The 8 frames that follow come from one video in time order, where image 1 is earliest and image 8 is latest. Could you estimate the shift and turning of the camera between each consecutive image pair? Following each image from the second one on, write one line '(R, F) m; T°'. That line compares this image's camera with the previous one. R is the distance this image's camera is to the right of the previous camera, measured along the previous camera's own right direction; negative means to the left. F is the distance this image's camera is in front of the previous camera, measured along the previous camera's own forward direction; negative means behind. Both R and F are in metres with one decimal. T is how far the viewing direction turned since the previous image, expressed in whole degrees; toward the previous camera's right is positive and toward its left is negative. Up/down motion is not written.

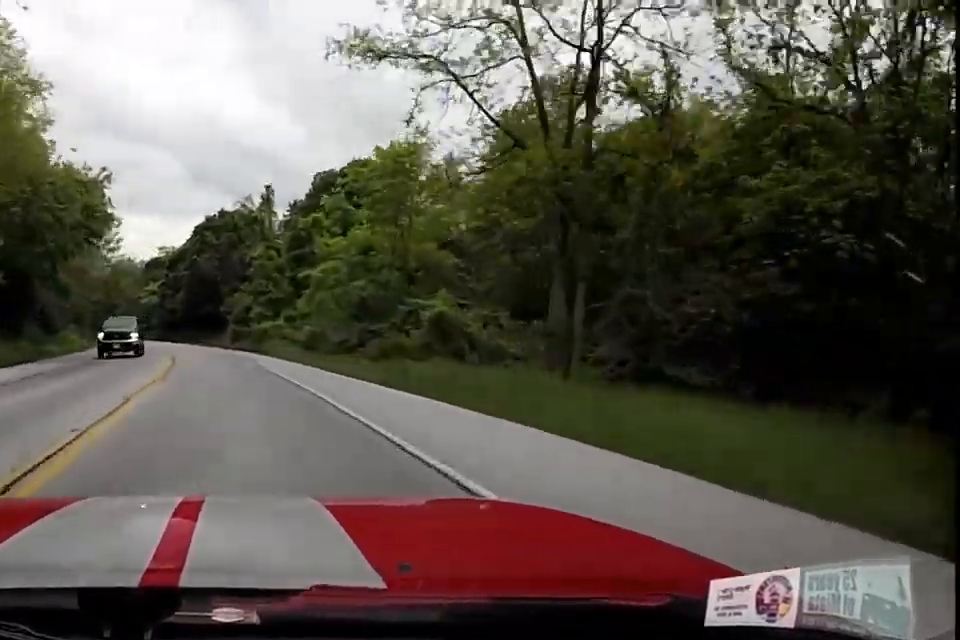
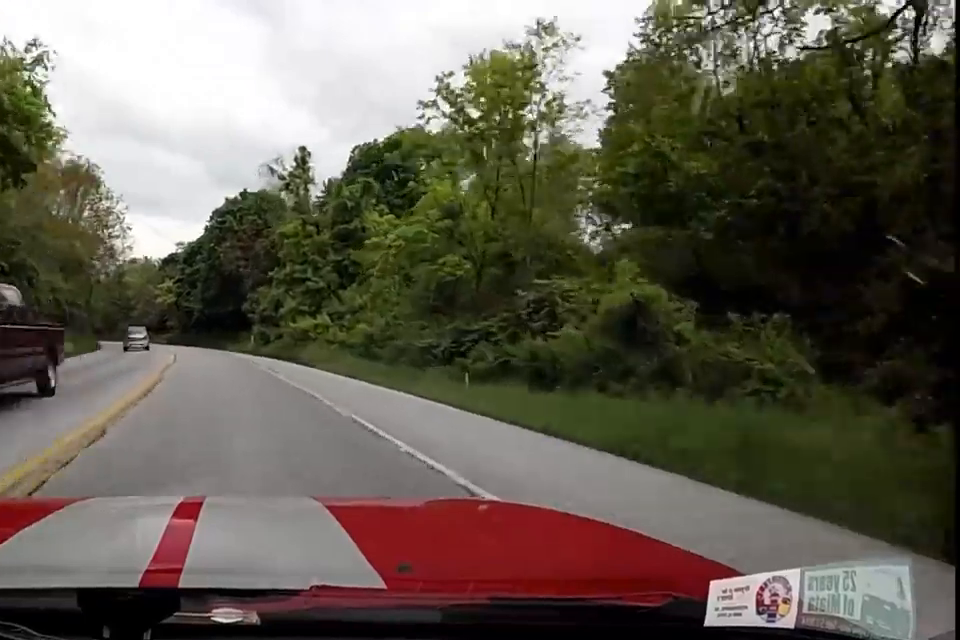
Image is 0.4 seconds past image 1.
(-0.1, +12.0) m; -2°
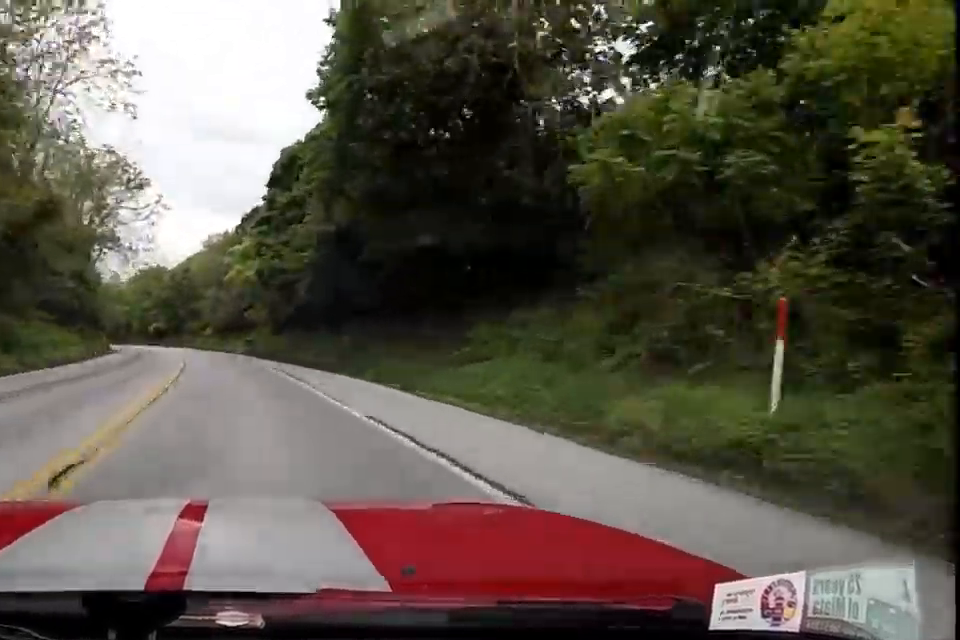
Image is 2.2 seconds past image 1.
(-4.3, +48.6) m; -9°
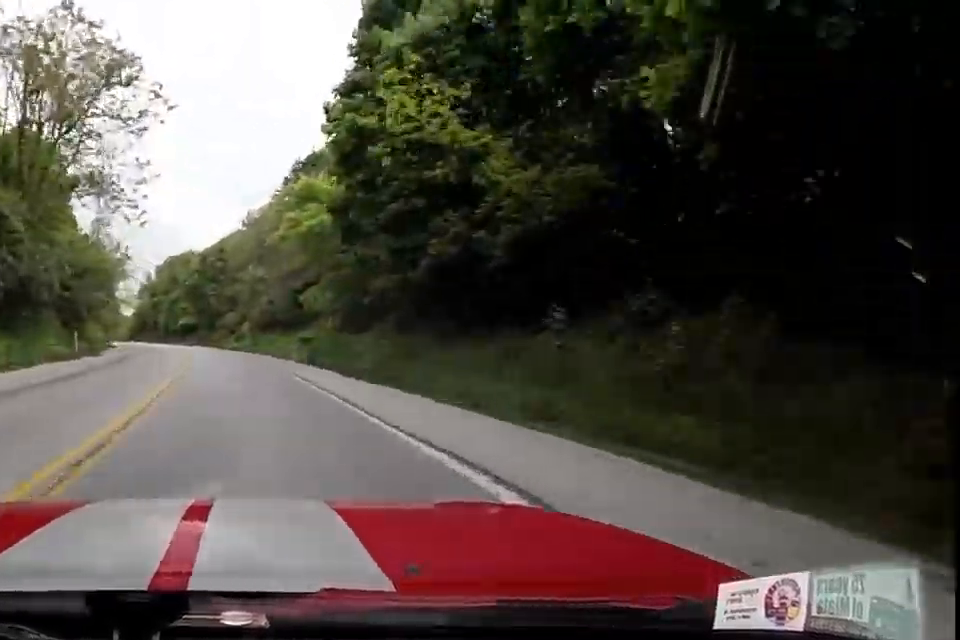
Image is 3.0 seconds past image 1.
(0.0, +23.0) m; 0°
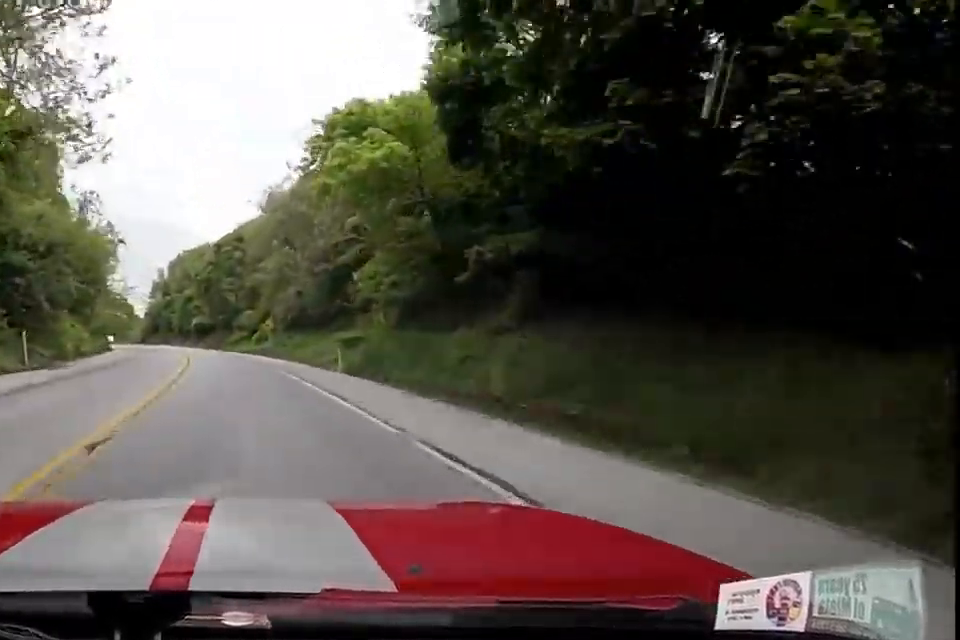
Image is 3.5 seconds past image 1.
(-0.1, +11.9) m; -2°
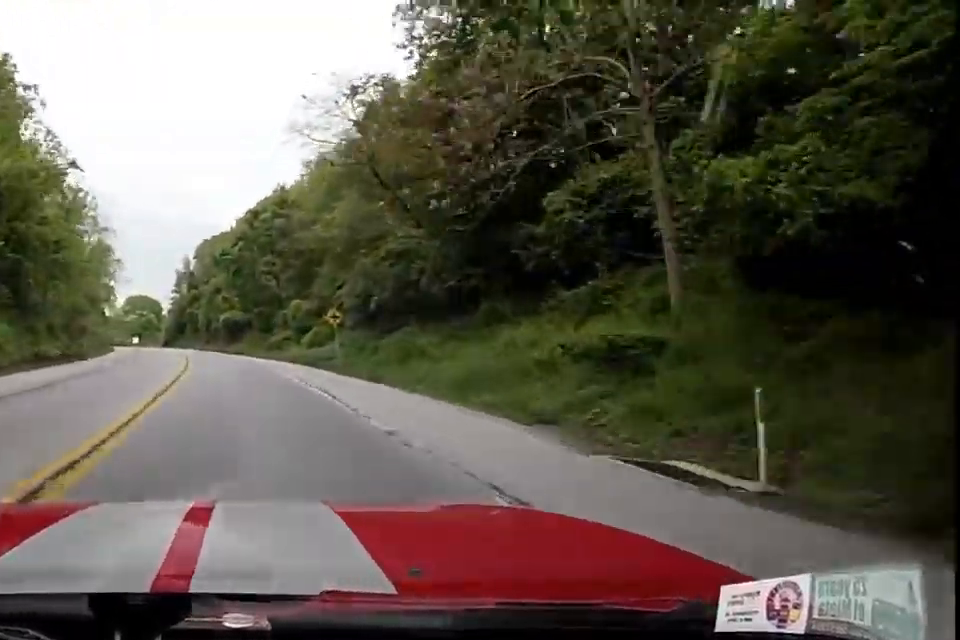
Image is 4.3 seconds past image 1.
(-0.3, +22.1) m; -4°
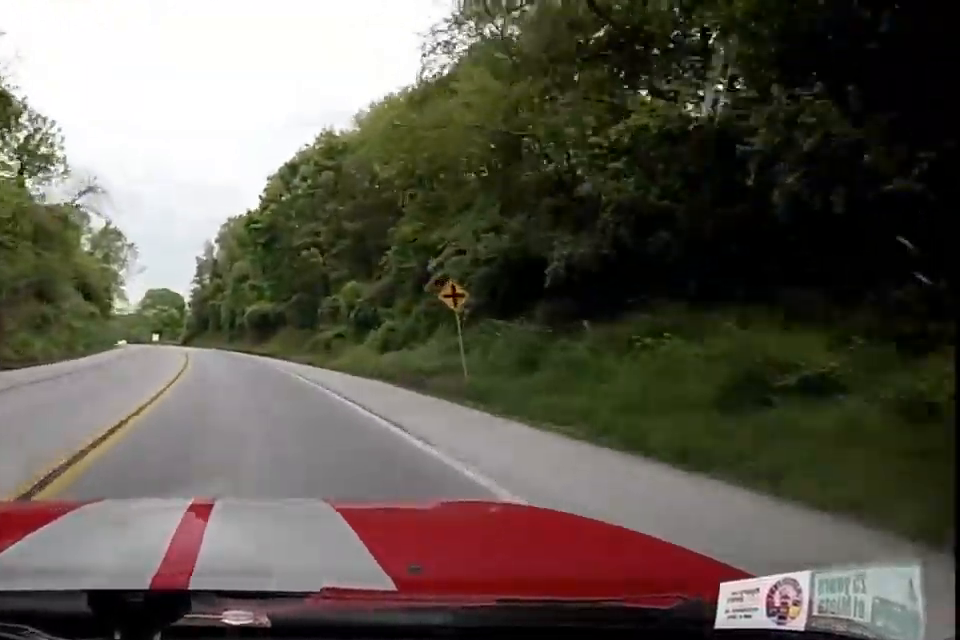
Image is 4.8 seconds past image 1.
(-1.0, +16.0) m; -3°
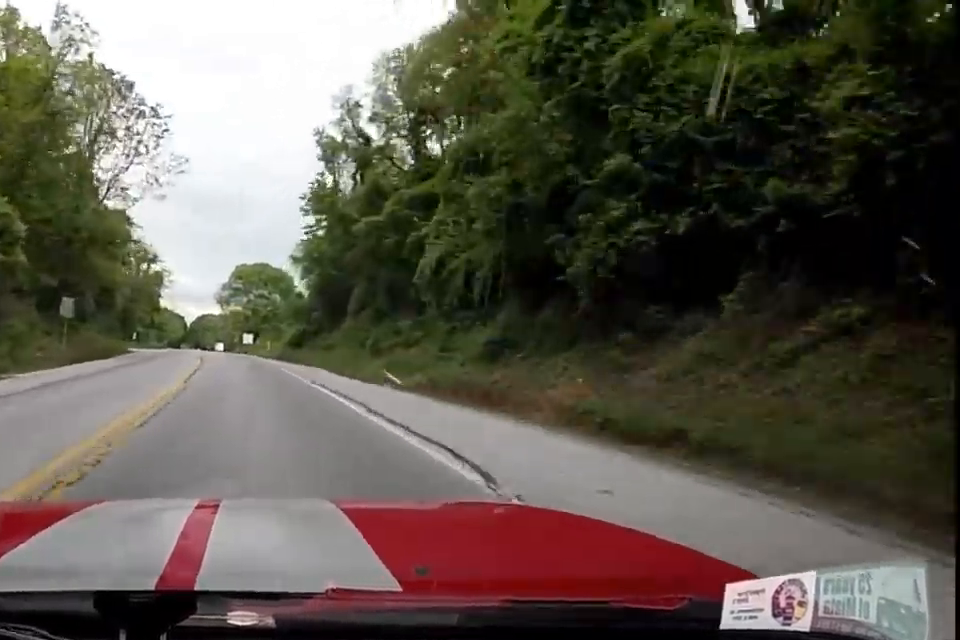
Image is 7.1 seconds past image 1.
(-1.3, +64.6) m; -5°
